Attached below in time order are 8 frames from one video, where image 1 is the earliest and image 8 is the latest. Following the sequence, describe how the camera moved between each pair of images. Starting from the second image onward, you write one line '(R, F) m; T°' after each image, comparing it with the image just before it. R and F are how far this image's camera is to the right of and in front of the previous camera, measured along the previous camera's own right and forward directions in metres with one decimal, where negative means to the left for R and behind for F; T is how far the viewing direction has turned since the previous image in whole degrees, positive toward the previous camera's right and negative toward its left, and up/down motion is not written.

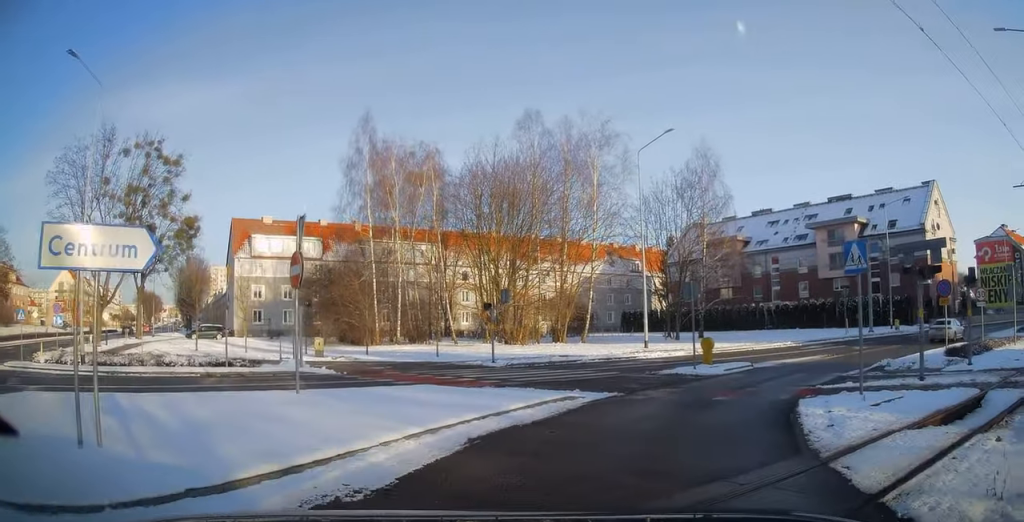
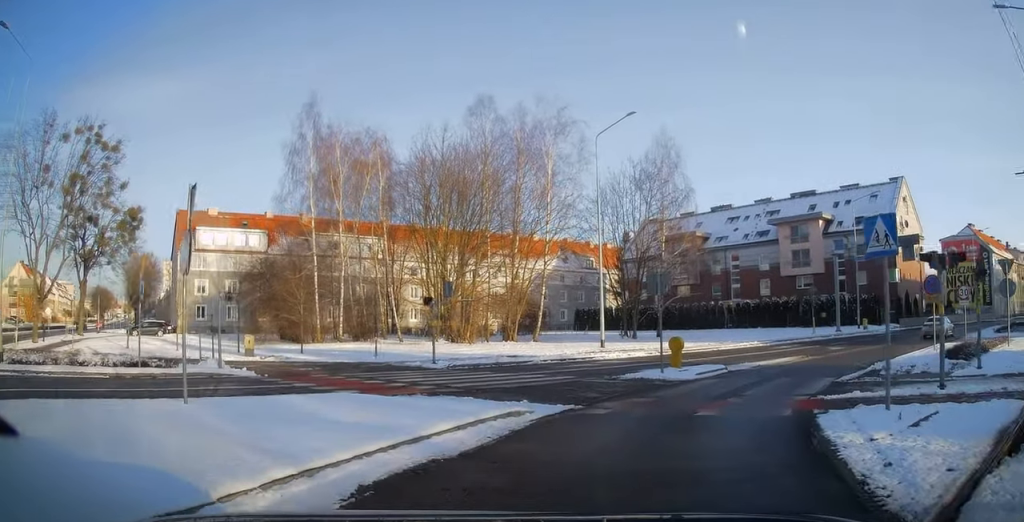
(+0.2, +2.6) m; +6°
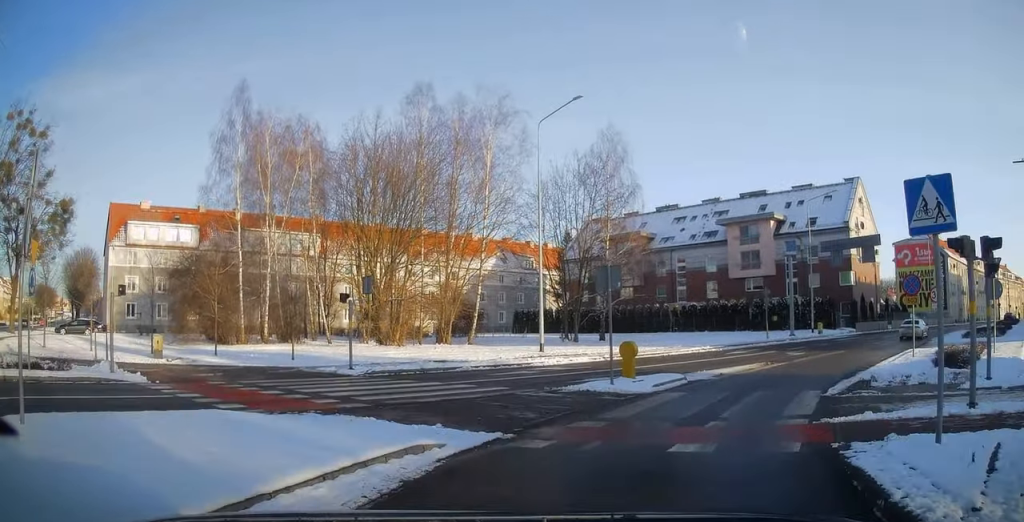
(-0.1, +2.6) m; +6°
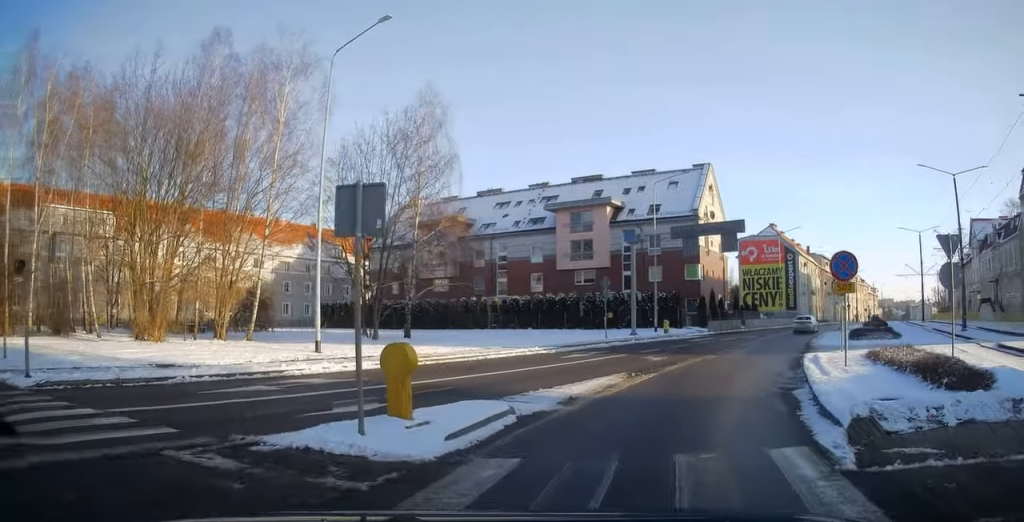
(+1.1, +7.4) m; +16°
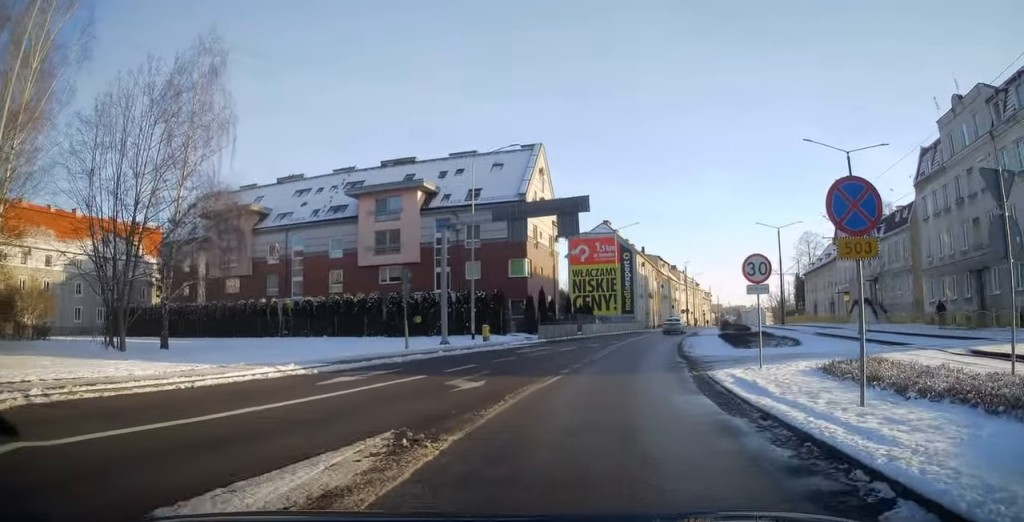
(+1.2, +8.7) m; +13°
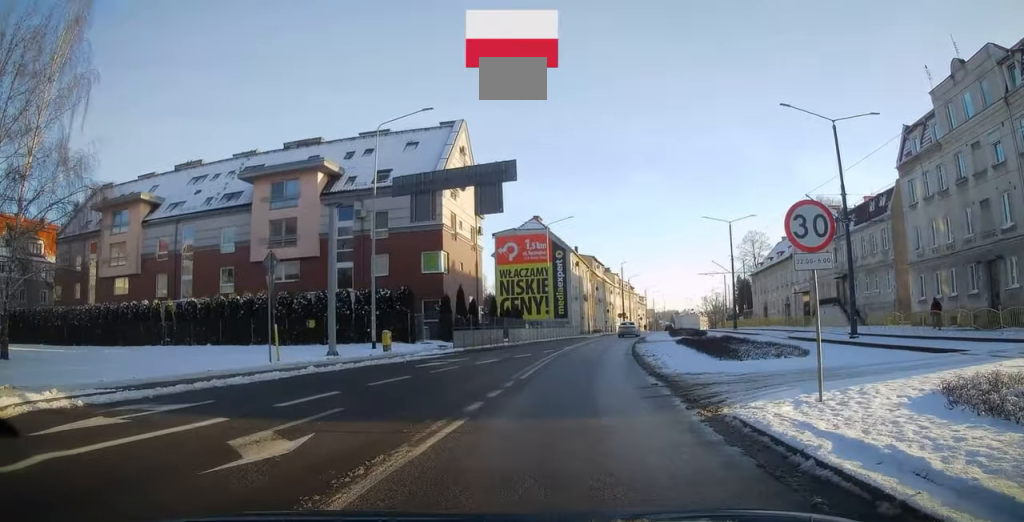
(+0.5, +7.1) m; +5°
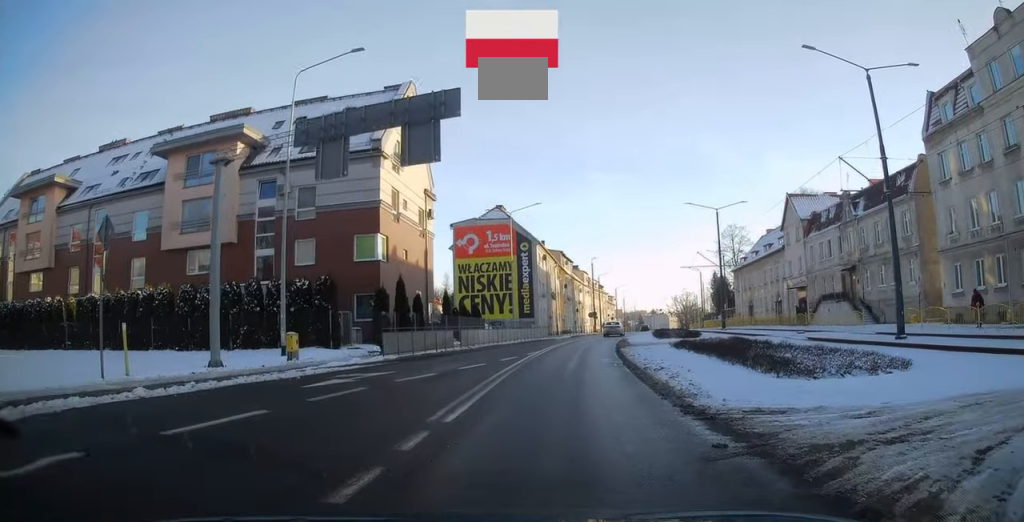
(+0.1, +7.1) m; +3°
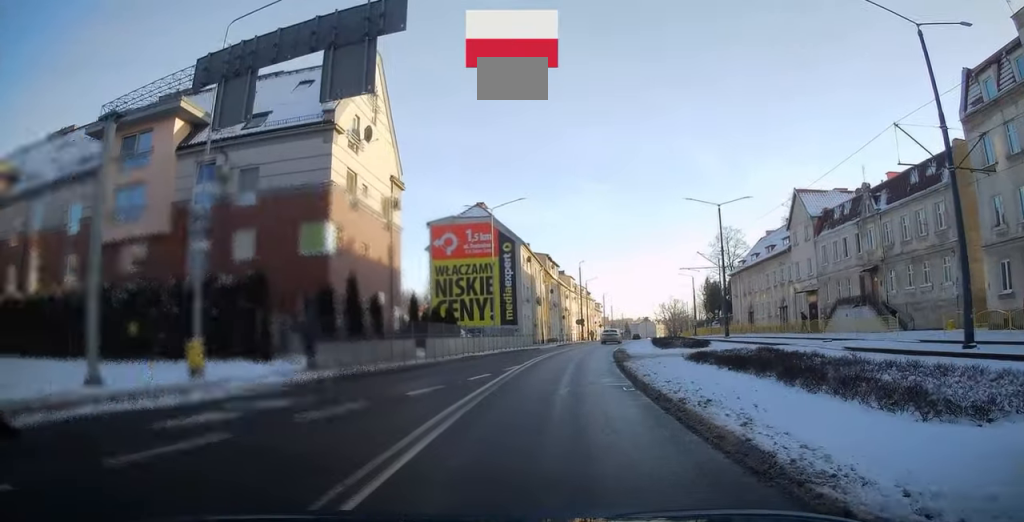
(+0.2, +5.4) m; +2°
